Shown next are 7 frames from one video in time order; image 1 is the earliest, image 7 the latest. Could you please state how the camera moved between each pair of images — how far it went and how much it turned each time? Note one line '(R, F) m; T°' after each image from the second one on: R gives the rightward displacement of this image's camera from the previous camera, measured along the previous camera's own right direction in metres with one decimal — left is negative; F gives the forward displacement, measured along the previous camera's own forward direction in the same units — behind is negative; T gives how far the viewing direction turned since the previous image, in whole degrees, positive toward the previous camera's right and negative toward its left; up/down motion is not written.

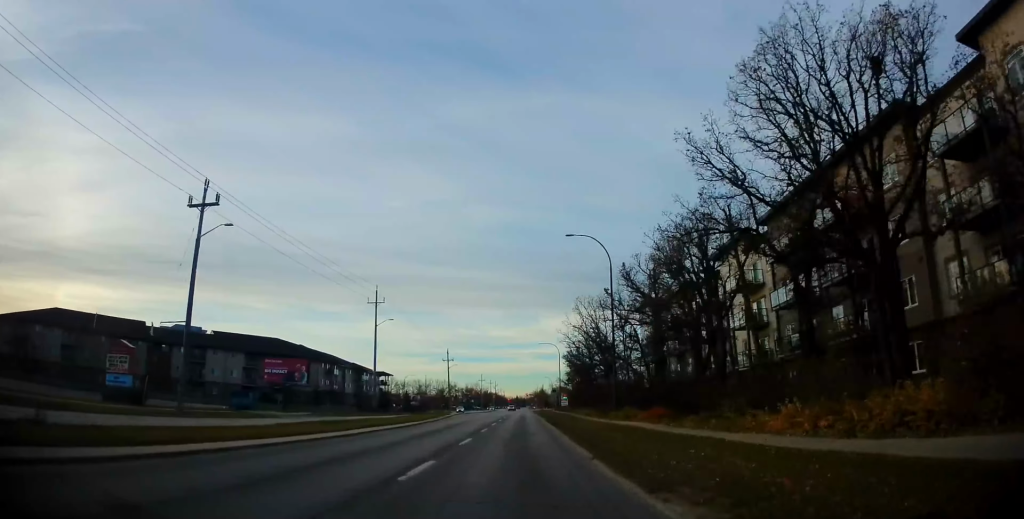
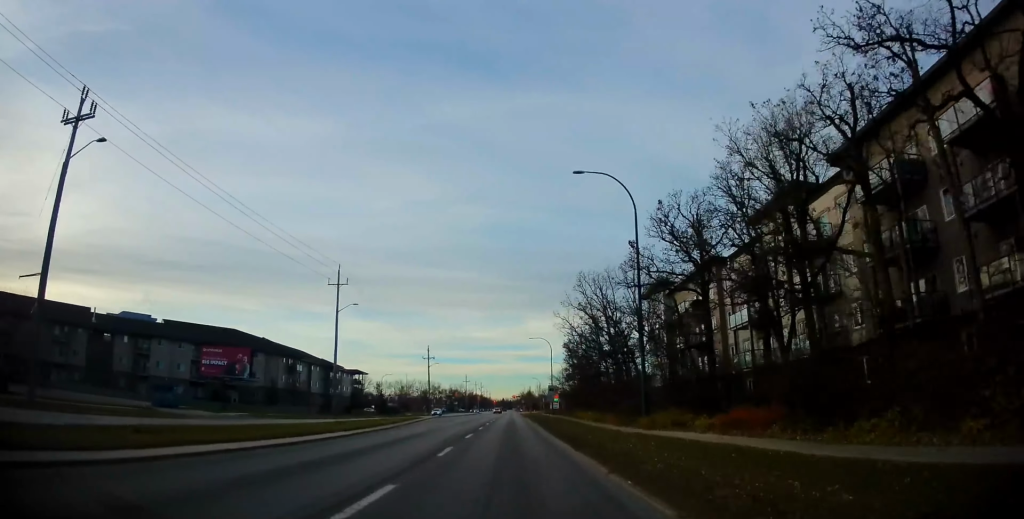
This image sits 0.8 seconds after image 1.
(-0.2, +12.9) m; +1°
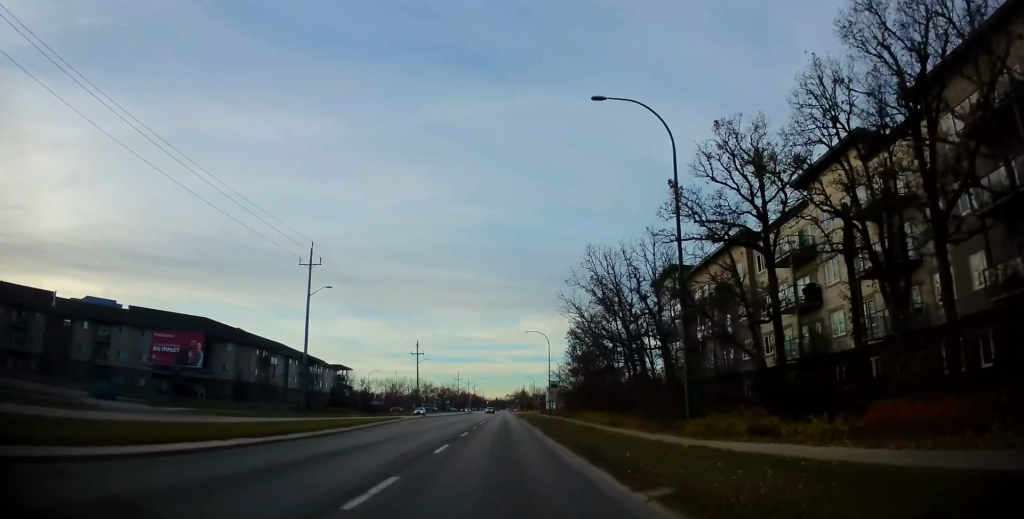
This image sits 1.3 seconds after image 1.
(+0.3, +8.3) m; +1°
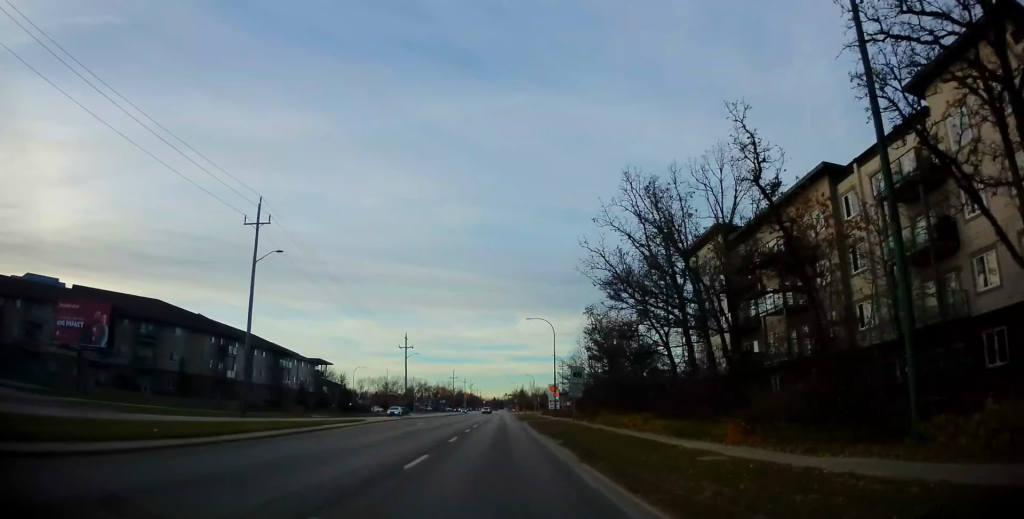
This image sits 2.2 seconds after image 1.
(+0.2, +13.6) m; +1°
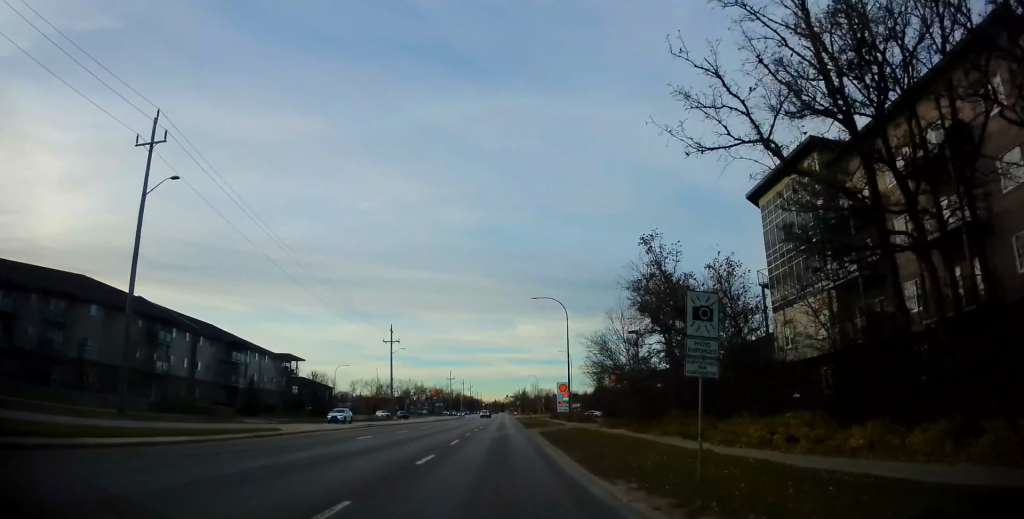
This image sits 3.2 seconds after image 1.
(0.0, +16.7) m; 0°
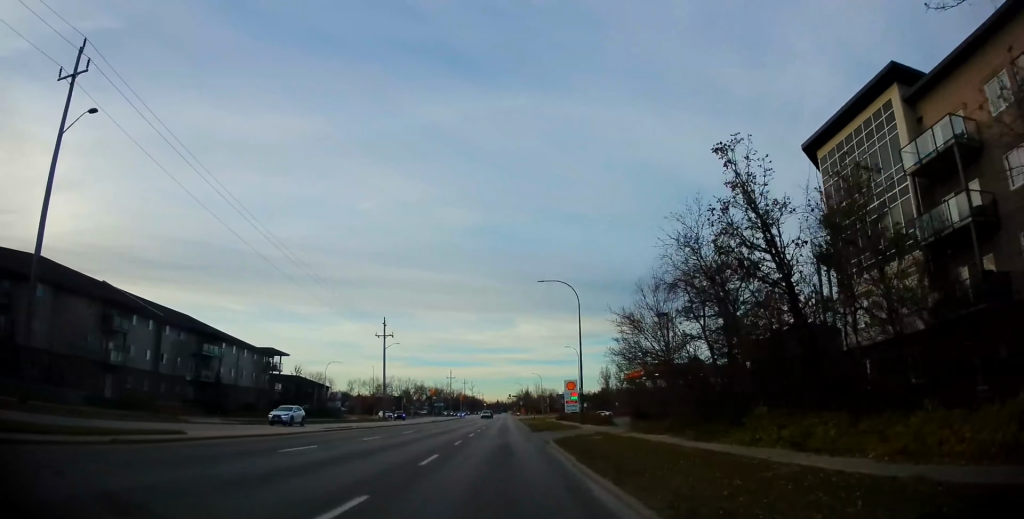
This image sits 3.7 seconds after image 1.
(0.0, +8.3) m; 0°
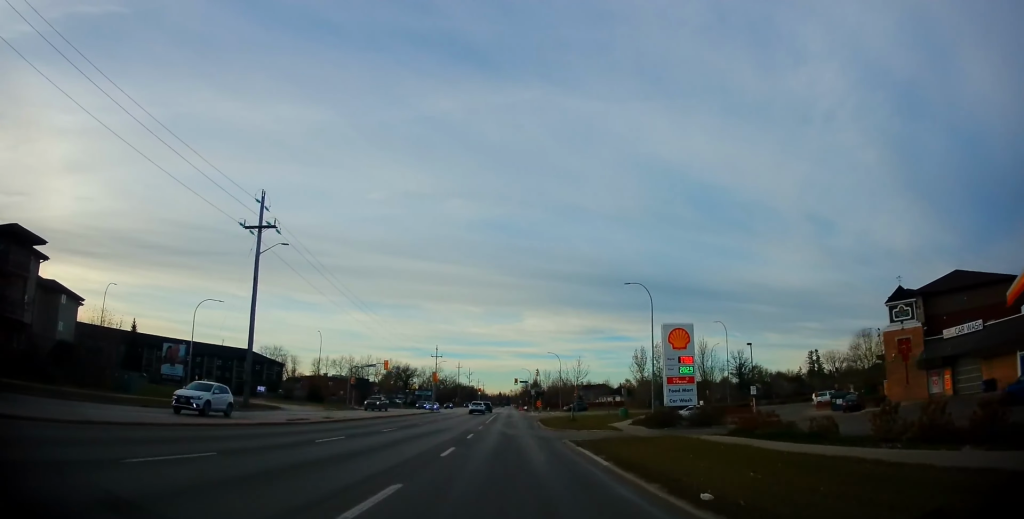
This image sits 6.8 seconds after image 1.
(-0.8, +54.3) m; 0°
